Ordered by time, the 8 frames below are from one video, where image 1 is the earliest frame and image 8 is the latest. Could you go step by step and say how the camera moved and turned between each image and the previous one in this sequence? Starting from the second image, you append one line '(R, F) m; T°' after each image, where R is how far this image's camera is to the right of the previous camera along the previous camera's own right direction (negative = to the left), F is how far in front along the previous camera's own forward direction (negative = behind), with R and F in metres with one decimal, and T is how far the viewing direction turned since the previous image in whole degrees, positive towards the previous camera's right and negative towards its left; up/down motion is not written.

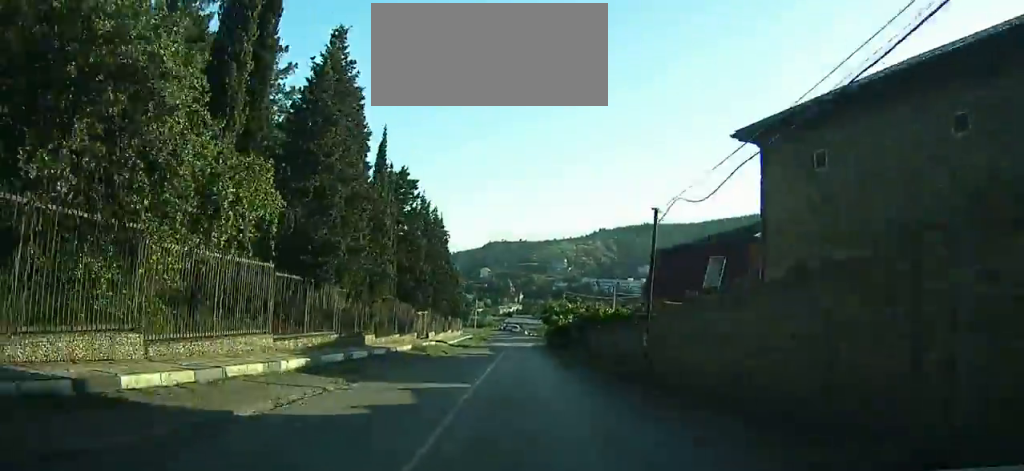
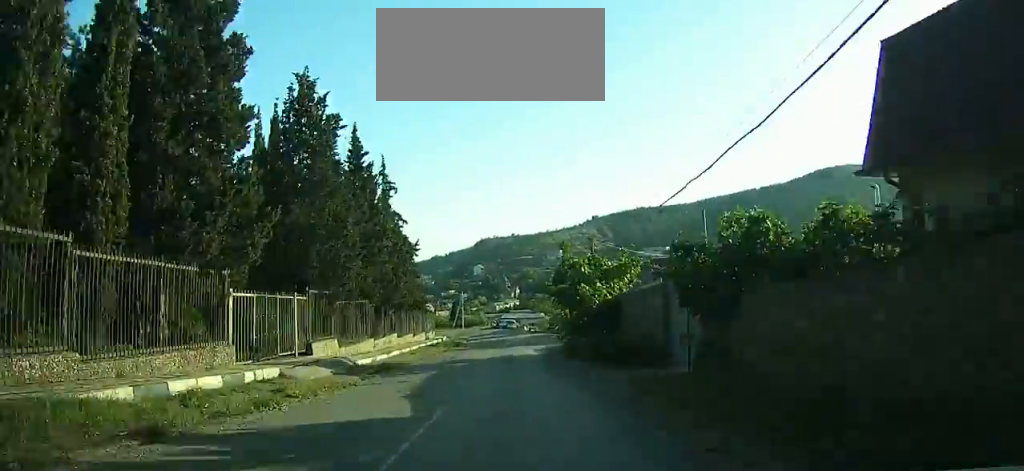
(-1.0, +23.1) m; -2°
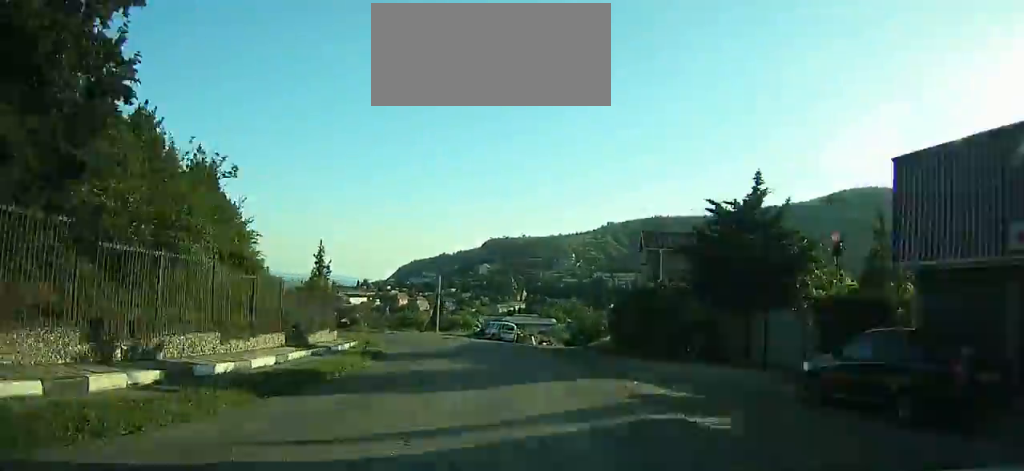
(-1.0, +36.9) m; -6°
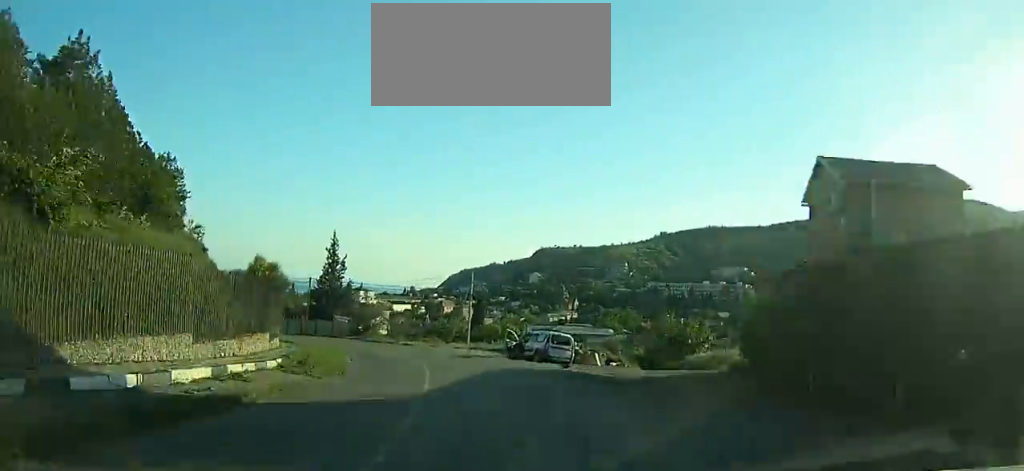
(+0.5, +17.3) m; -4°
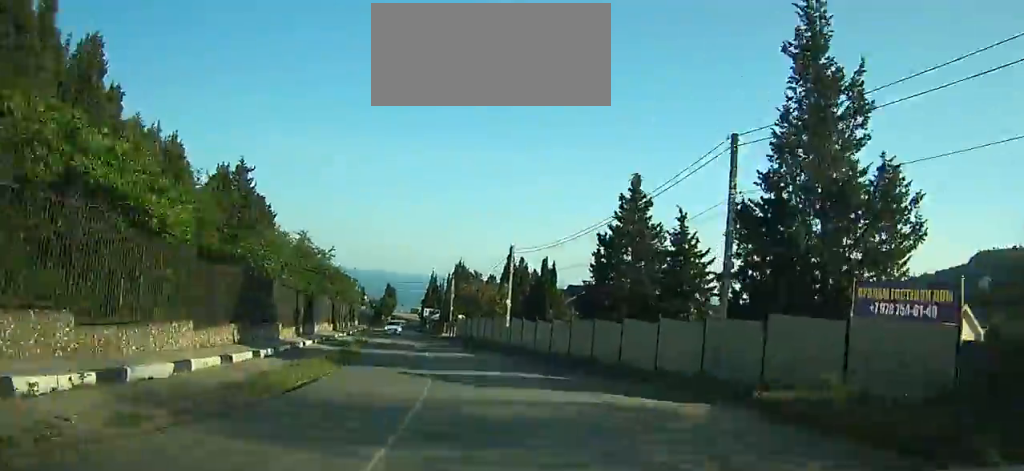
(-16.8, +59.5) m; -32°
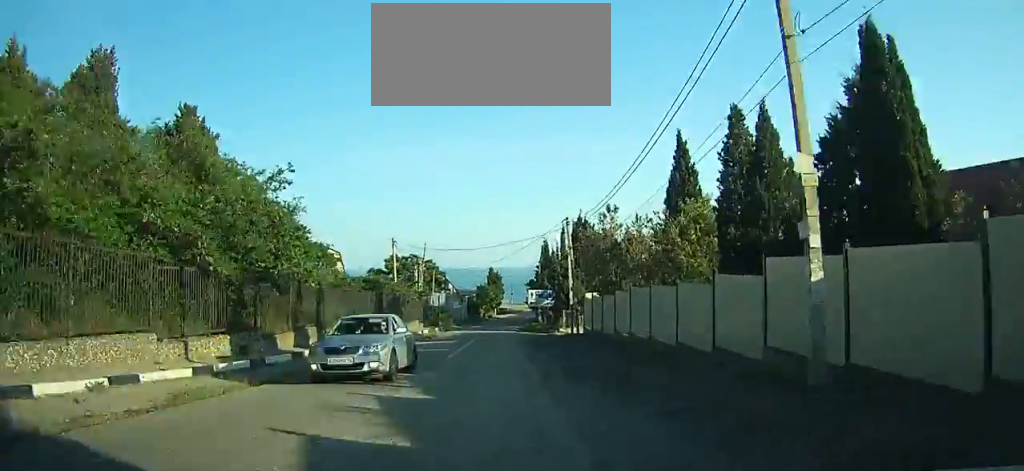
(-4.6, +31.7) m; -12°
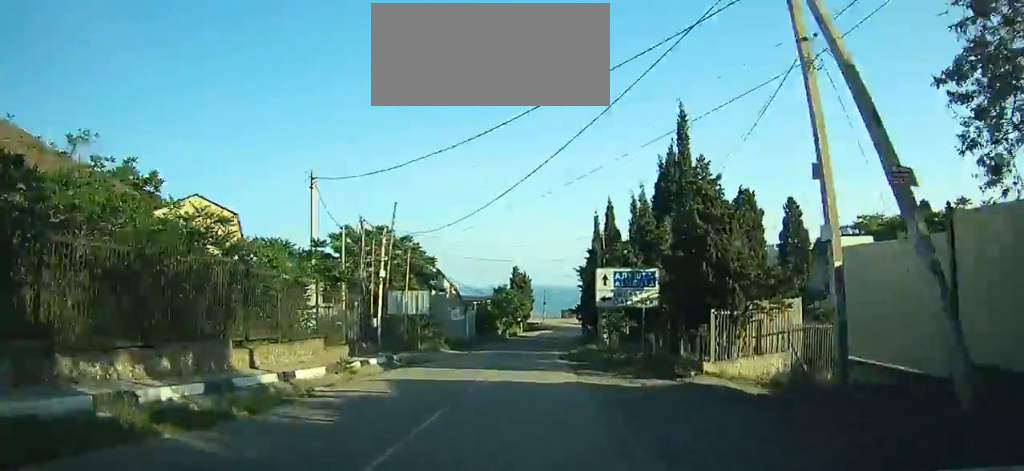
(-2.5, +28.1) m; -5°
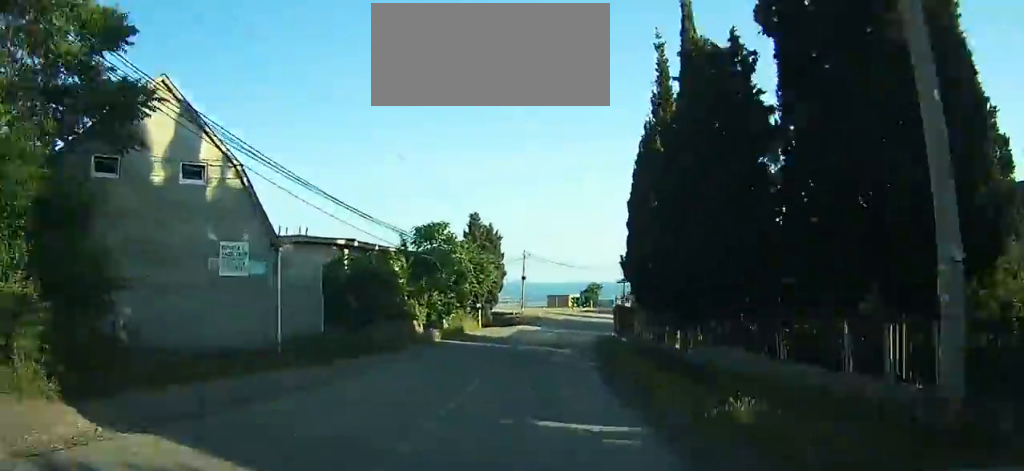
(-0.4, +31.4) m; +3°
